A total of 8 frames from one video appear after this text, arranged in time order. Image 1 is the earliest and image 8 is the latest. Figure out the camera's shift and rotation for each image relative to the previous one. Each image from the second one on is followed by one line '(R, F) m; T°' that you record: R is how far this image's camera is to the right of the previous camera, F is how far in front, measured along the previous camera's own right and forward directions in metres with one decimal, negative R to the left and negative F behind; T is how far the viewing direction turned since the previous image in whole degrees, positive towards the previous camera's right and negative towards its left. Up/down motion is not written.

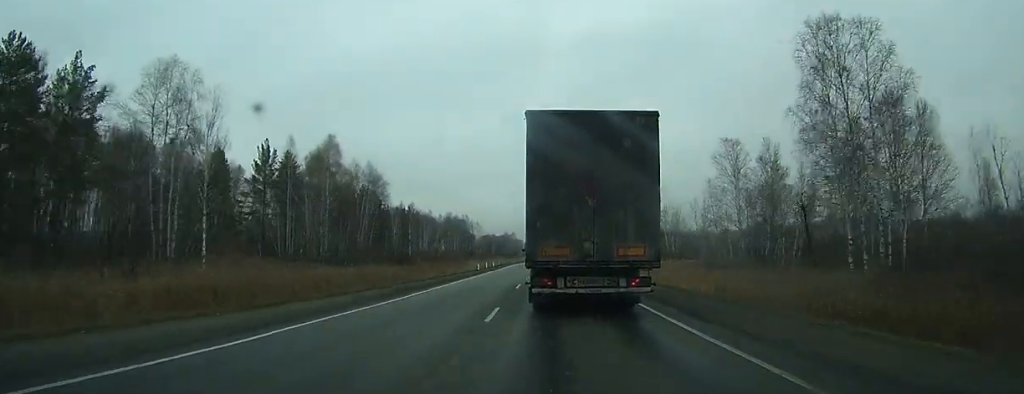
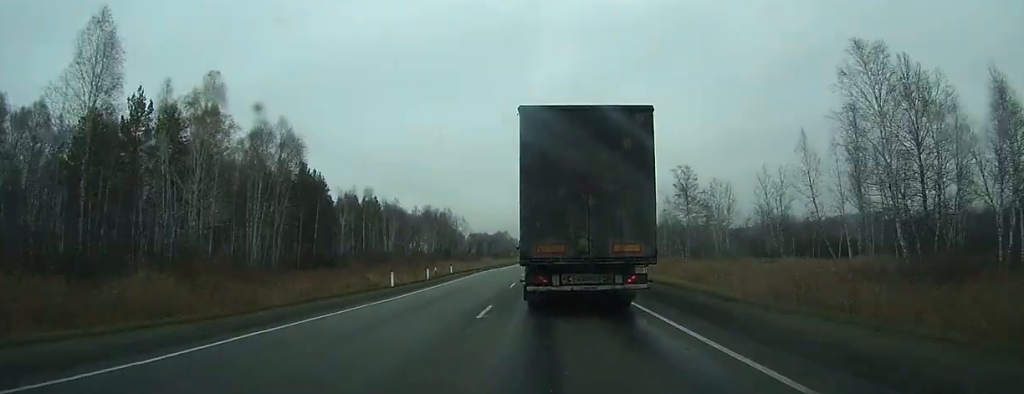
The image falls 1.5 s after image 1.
(0.0, +34.1) m; 0°
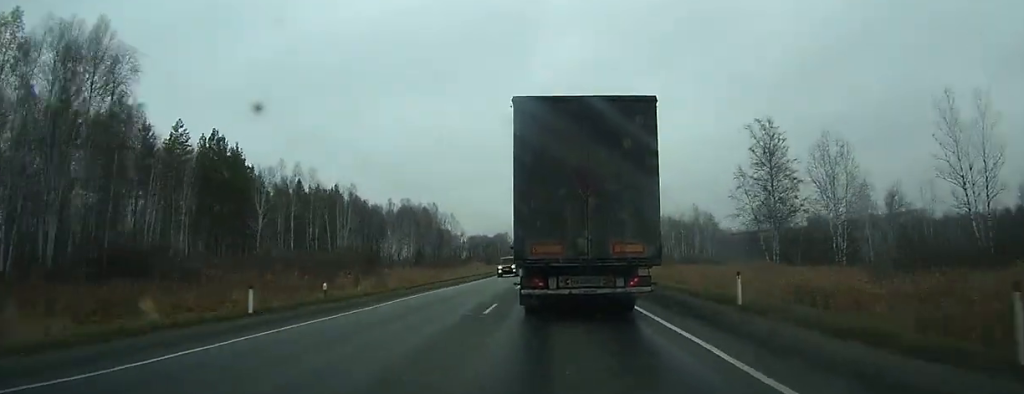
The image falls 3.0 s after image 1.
(0.0, +32.3) m; 0°
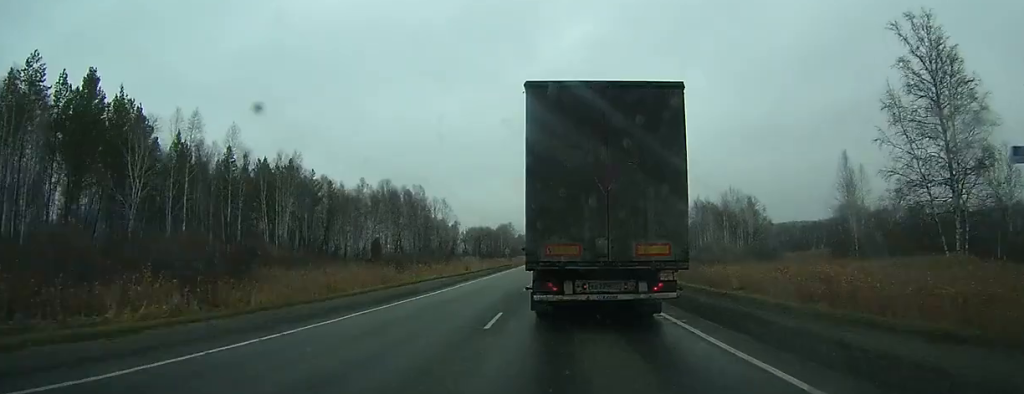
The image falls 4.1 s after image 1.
(+0.1, +24.9) m; 0°
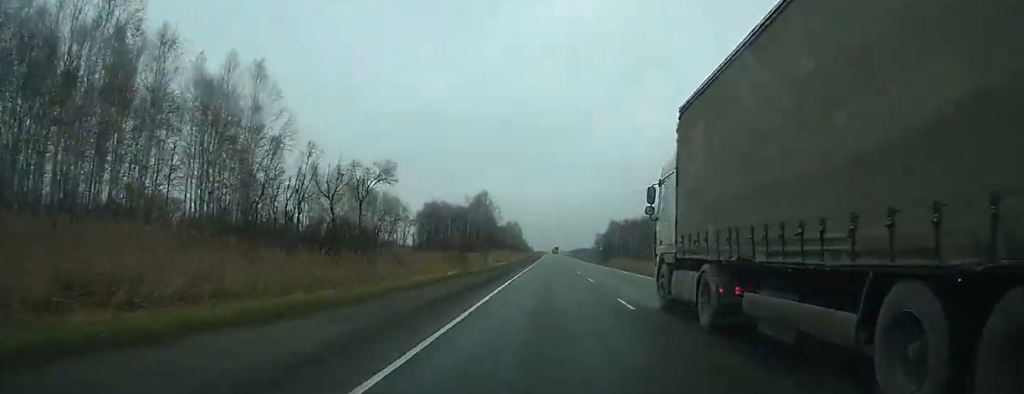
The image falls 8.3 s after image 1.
(-2.4, +103.1) m; -13°
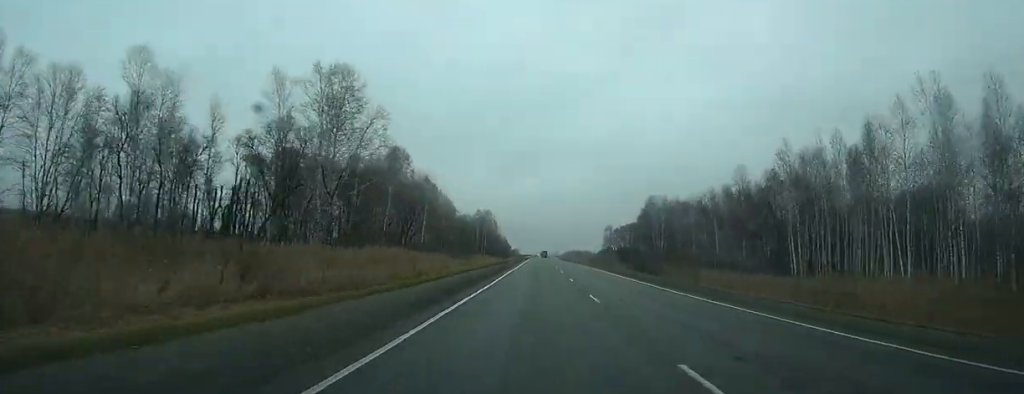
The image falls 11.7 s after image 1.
(+10.0, +78.6) m; +19°
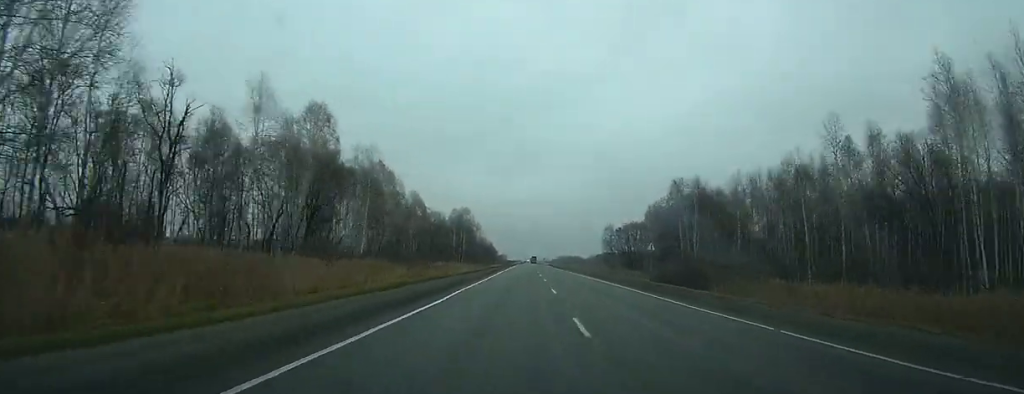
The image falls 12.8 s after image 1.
(+2.1, +35.1) m; +2°
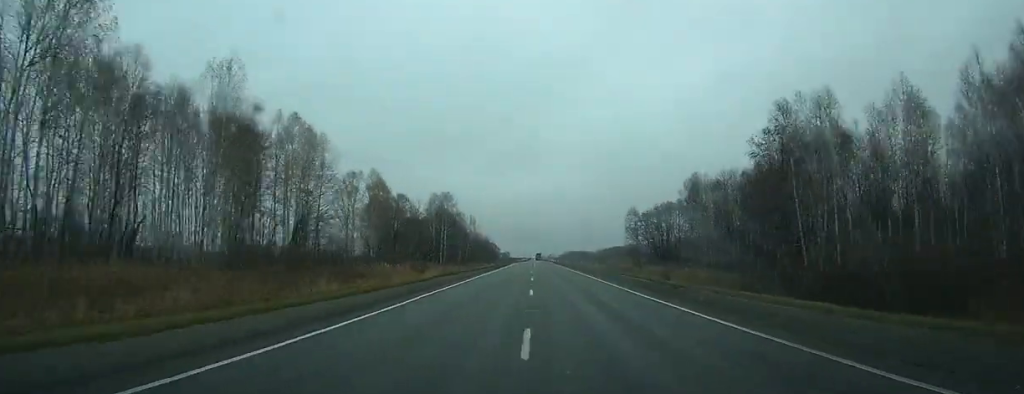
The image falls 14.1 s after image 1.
(-1.8, +43.0) m; -4°
